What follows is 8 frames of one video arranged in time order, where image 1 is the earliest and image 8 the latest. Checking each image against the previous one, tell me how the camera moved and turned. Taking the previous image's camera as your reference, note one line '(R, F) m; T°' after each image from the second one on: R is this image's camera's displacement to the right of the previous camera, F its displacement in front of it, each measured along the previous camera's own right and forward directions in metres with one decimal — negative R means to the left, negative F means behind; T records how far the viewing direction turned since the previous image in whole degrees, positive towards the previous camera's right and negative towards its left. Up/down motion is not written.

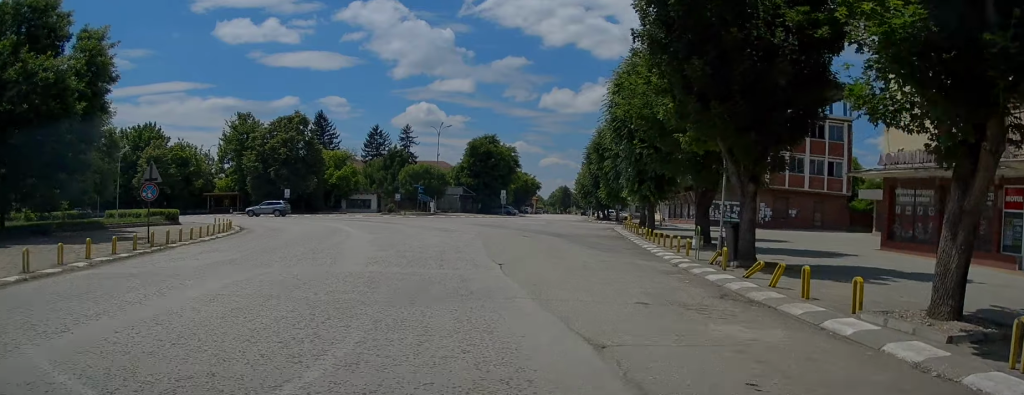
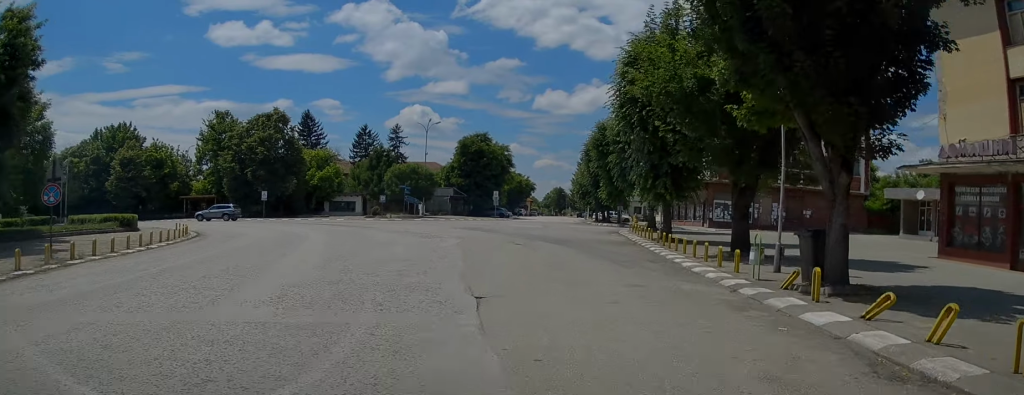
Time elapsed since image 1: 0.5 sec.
(-0.2, +4.8) m; 0°
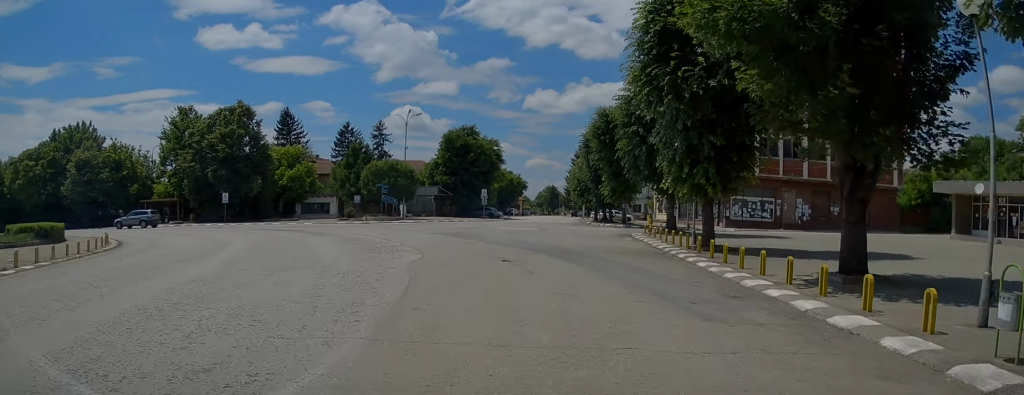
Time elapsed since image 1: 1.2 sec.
(-0.1, +7.2) m; +1°
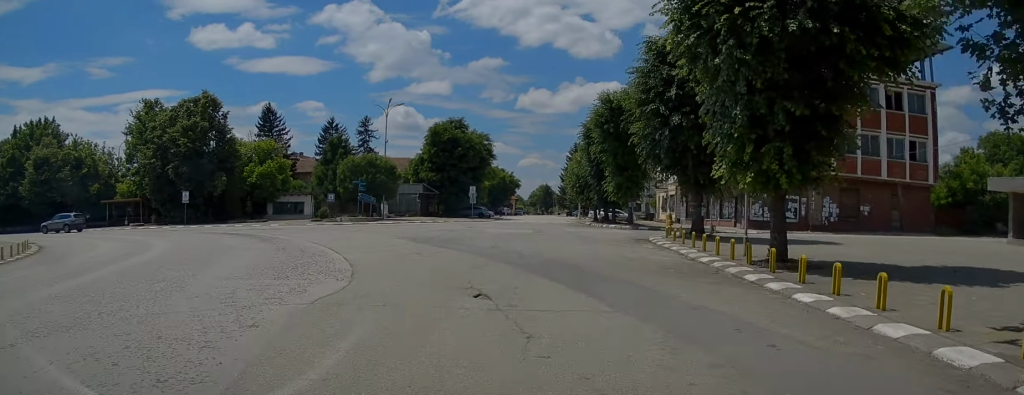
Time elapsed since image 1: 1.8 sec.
(+0.2, +6.3) m; +2°
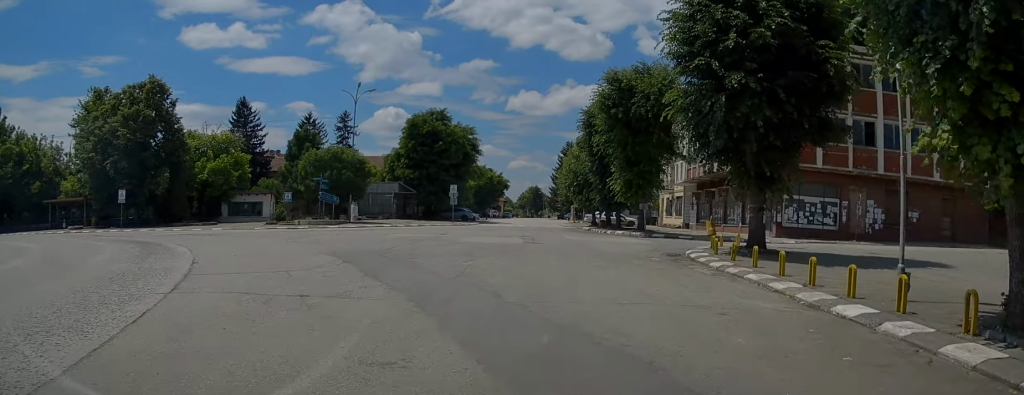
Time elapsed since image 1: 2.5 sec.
(+0.1, +8.1) m; 0°
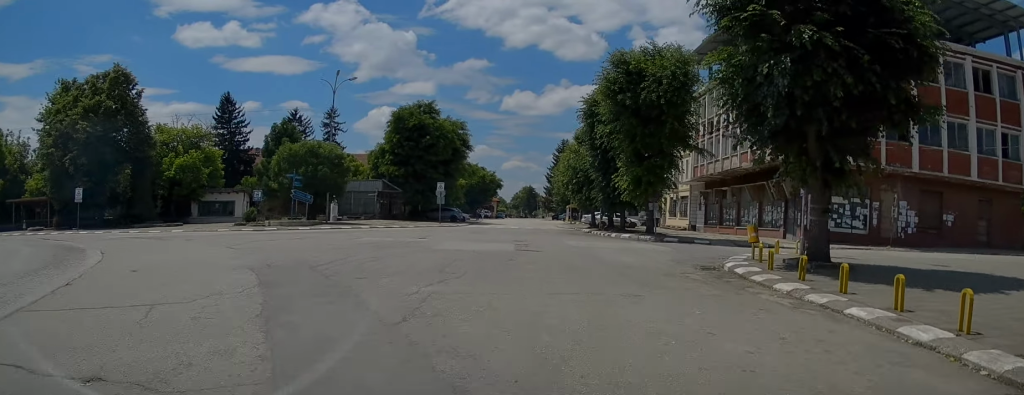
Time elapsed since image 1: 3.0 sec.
(0.0, +4.6) m; 0°
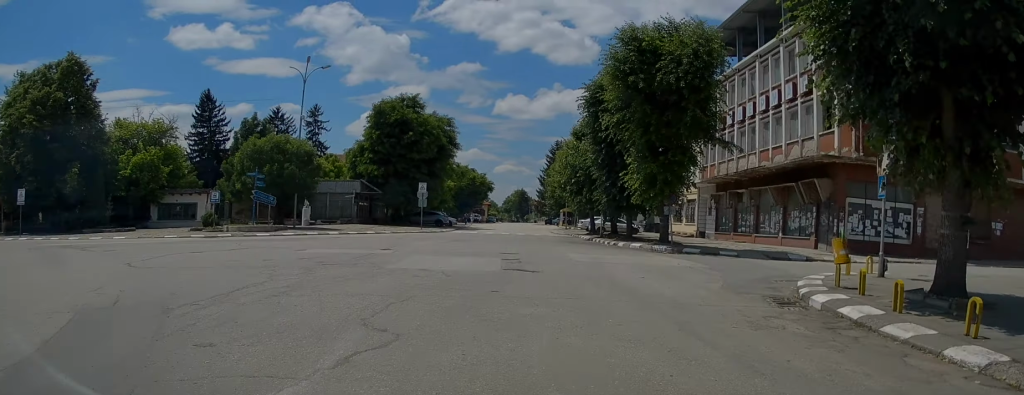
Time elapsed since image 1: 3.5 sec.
(0.0, +5.2) m; 0°
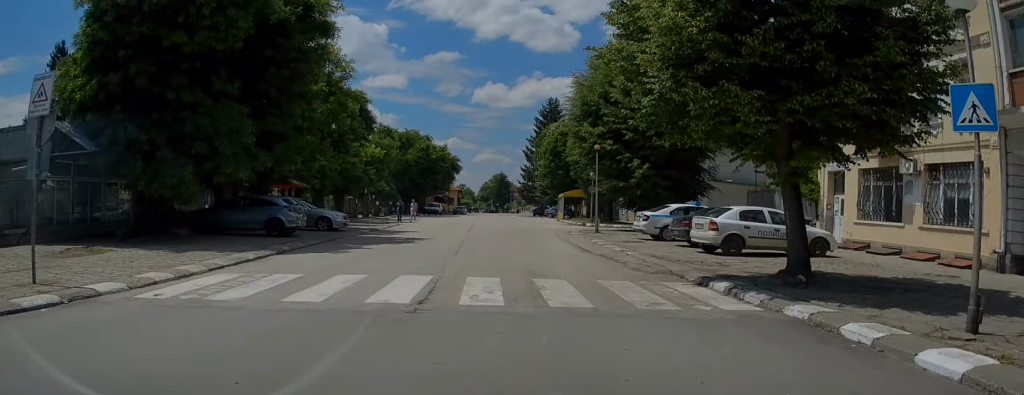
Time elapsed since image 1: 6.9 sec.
(-0.1, +35.9) m; +2°
